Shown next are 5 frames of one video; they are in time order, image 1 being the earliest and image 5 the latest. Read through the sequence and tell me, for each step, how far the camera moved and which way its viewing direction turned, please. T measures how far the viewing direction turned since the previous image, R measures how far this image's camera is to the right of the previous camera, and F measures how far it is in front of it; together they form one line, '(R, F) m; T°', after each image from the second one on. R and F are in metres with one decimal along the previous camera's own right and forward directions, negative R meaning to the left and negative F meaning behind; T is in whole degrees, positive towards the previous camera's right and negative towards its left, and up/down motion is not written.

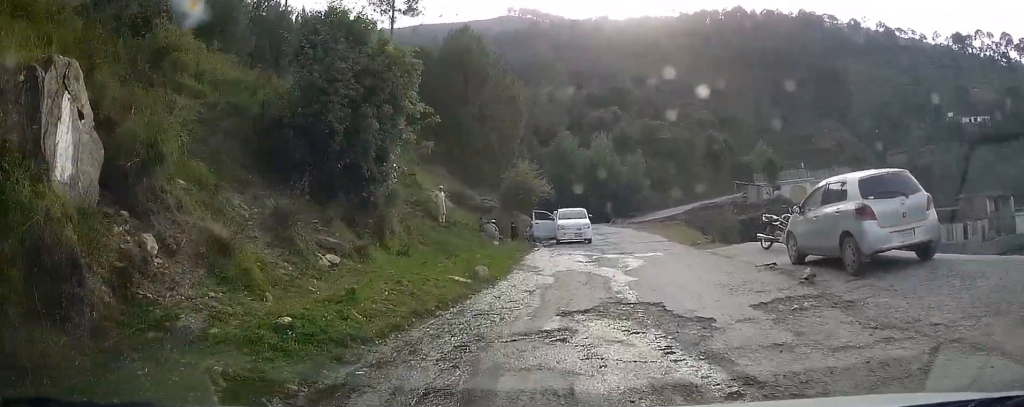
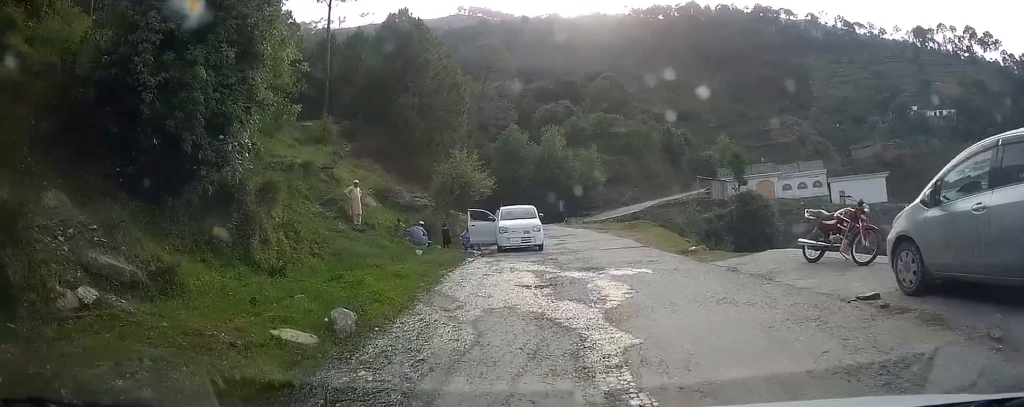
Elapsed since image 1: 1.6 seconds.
(+0.1, +5.6) m; +6°
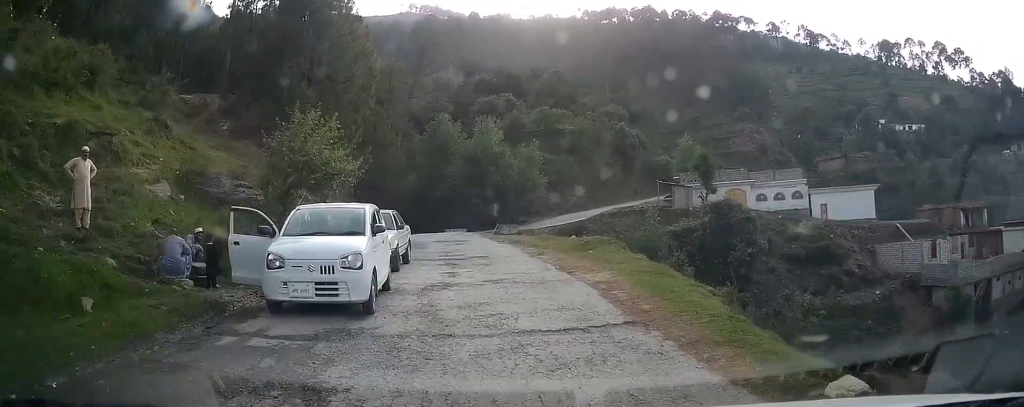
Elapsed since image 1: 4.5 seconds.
(+1.1, +11.3) m; +6°
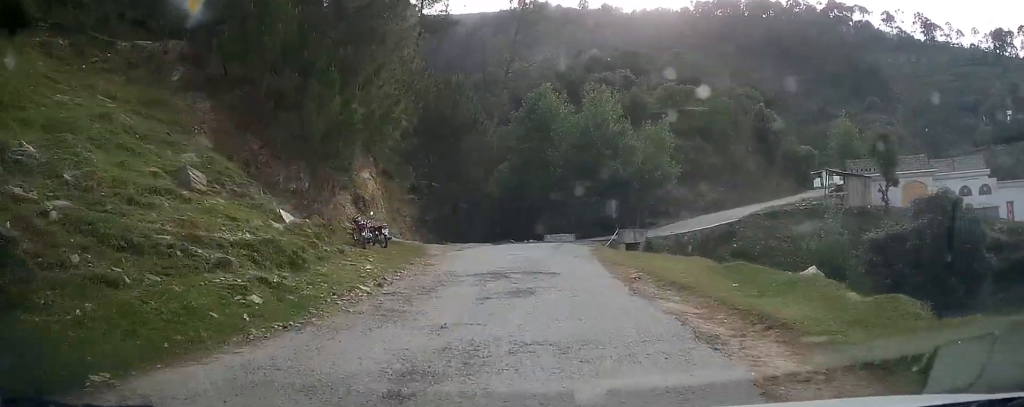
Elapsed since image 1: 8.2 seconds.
(-2.0, +16.1) m; -13°
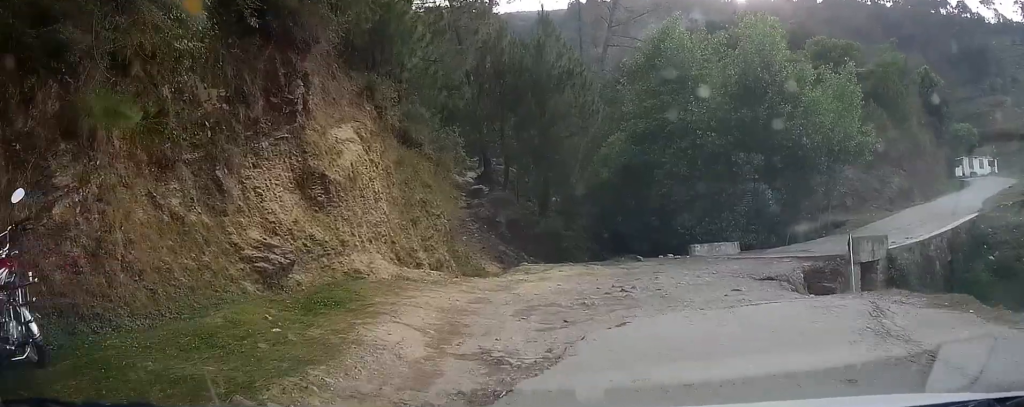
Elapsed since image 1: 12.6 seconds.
(-2.0, +18.1) m; -11°
